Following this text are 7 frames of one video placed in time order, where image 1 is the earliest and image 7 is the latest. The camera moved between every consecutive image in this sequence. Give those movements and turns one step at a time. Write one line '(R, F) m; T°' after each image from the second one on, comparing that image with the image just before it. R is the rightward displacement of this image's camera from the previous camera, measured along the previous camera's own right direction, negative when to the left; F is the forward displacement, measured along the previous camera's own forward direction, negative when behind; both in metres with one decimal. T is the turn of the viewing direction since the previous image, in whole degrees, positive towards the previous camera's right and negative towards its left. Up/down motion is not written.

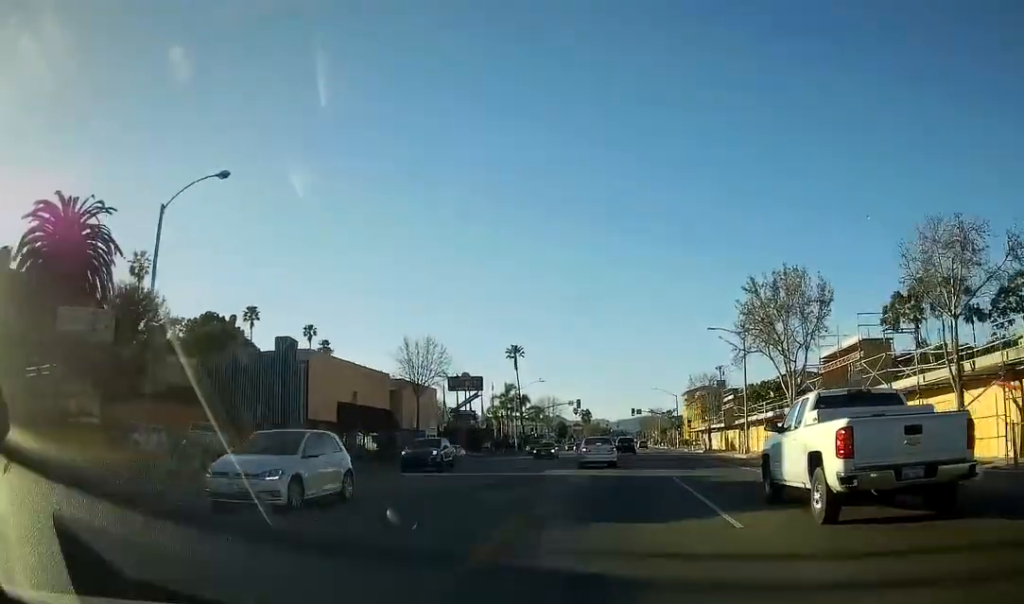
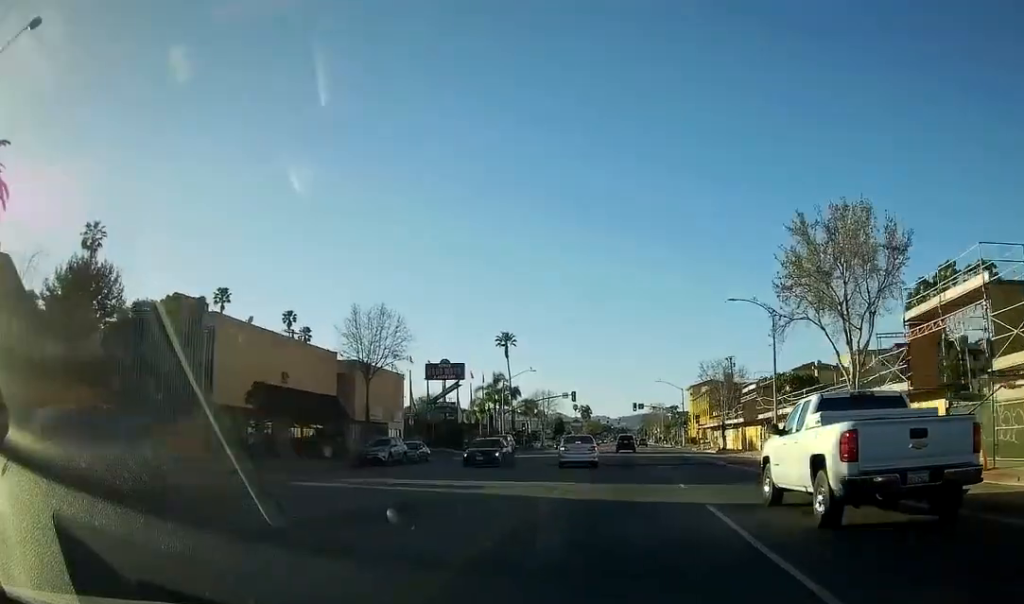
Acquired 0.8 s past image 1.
(0.0, +11.5) m; 0°
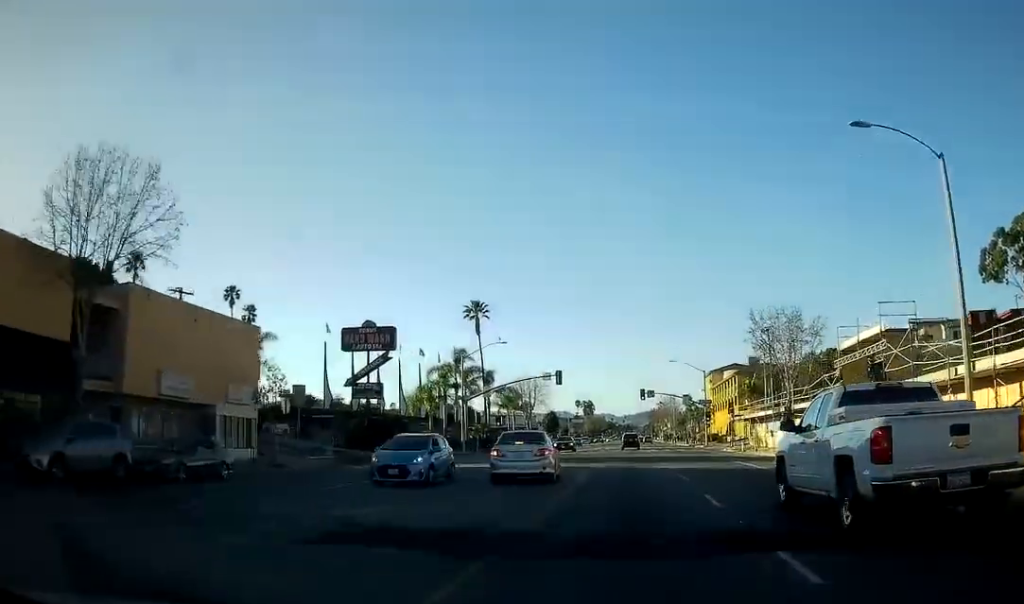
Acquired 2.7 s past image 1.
(0.0, +27.1) m; 0°
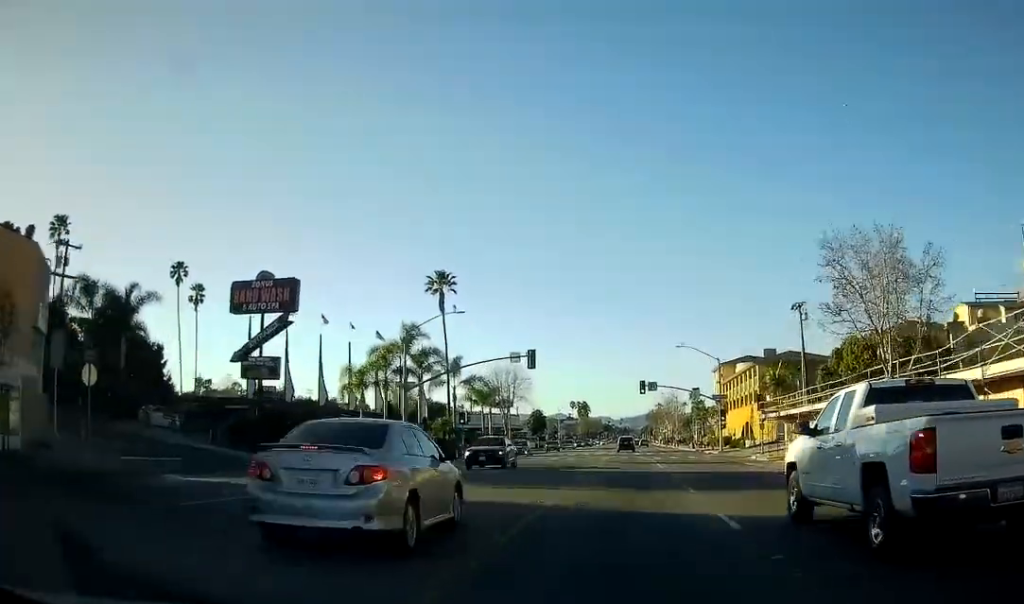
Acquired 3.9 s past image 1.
(0.0, +17.4) m; 0°
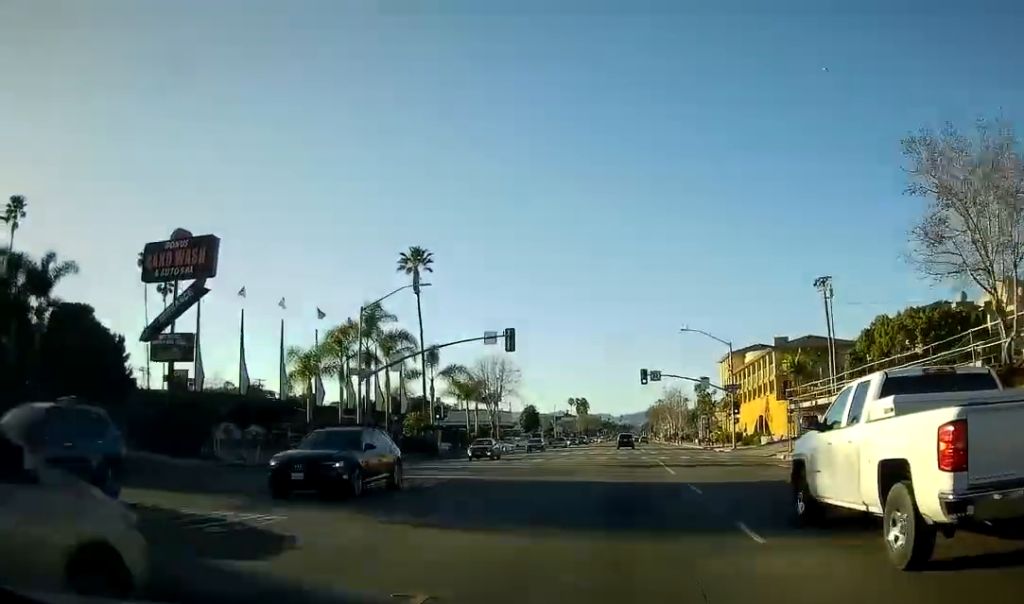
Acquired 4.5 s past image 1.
(+0.1, +9.1) m; 0°
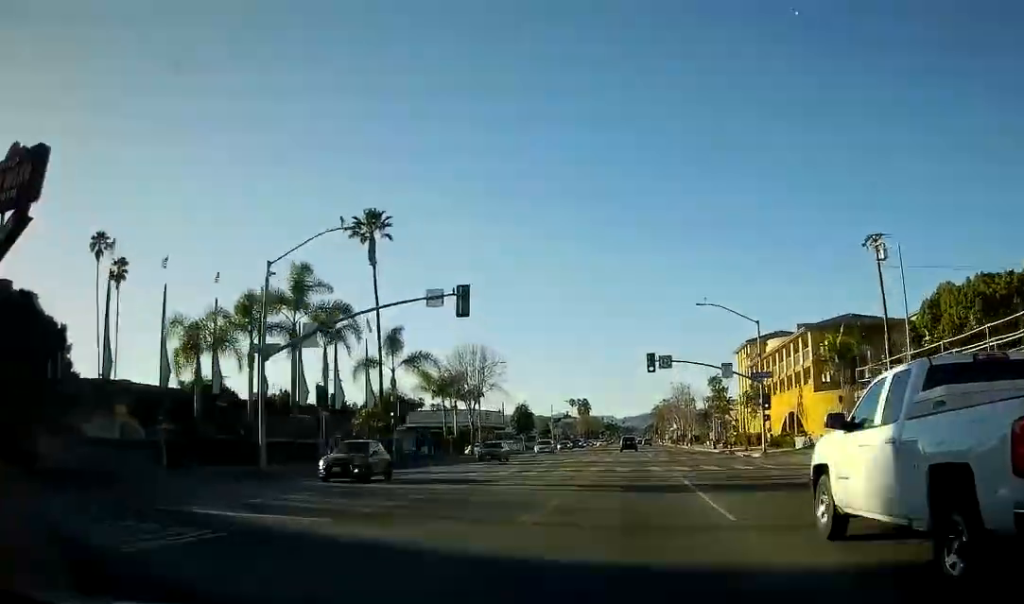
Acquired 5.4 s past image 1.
(-0.2, +14.0) m; 0°
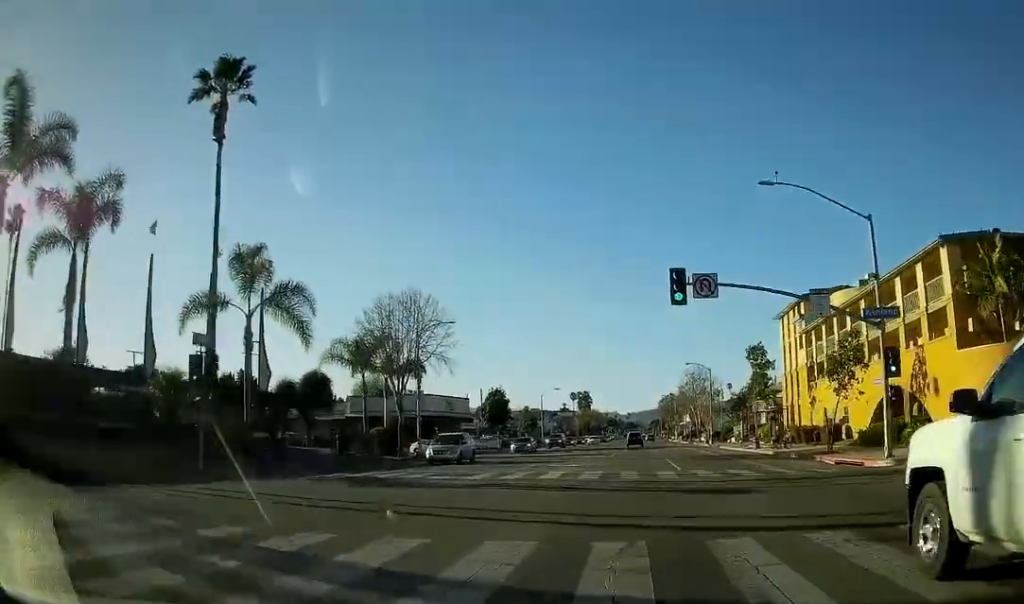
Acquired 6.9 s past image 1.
(+1.9, +26.4) m; +5°
